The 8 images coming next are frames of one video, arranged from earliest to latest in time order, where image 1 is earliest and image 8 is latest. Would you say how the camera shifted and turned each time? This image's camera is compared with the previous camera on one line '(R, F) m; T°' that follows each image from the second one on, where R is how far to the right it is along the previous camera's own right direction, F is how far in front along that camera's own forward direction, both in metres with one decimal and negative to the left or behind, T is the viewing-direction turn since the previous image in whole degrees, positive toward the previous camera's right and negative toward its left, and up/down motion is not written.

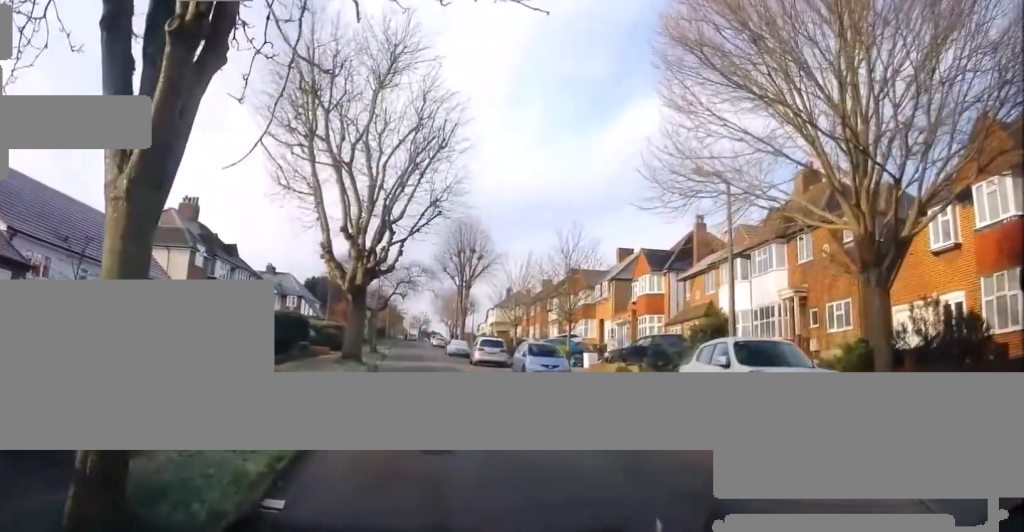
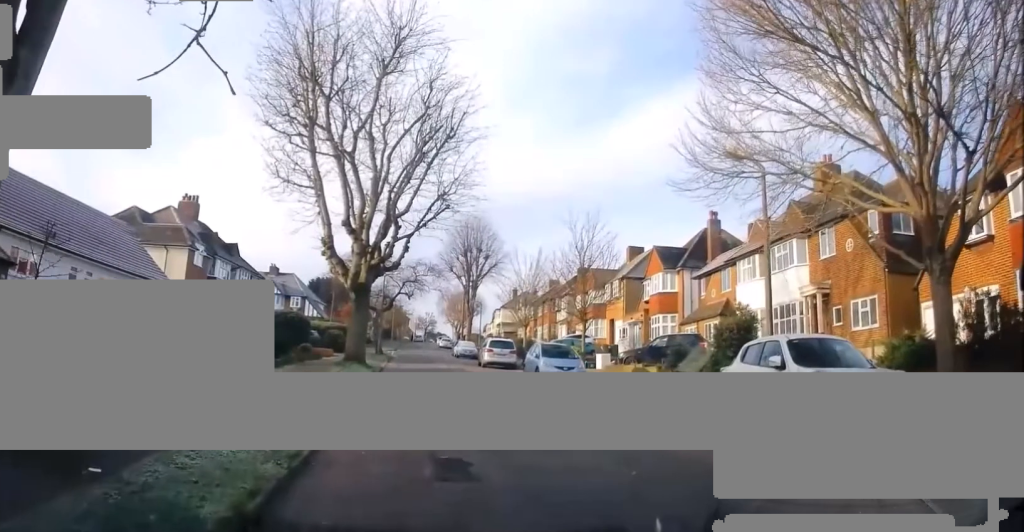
(+0.1, +0.9) m; 0°
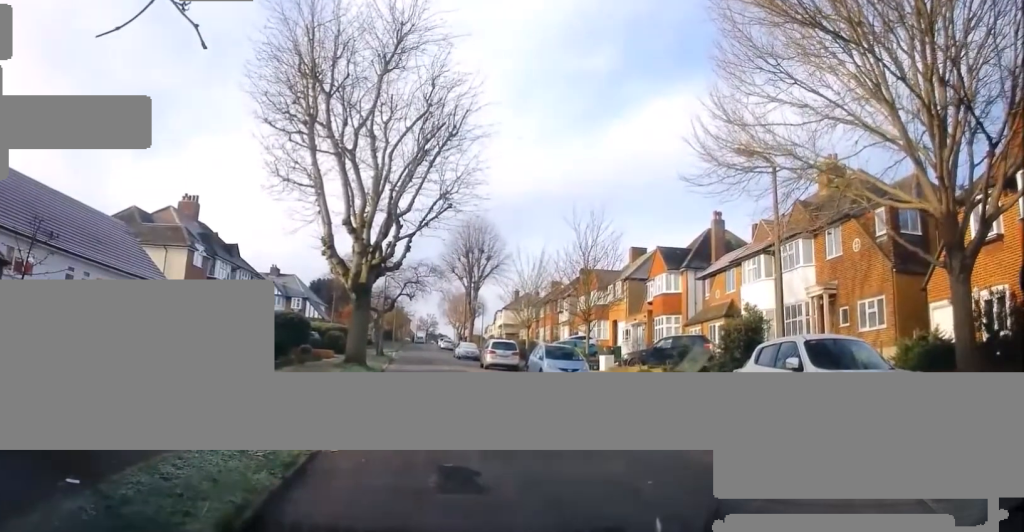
(+0.1, +0.4) m; 0°
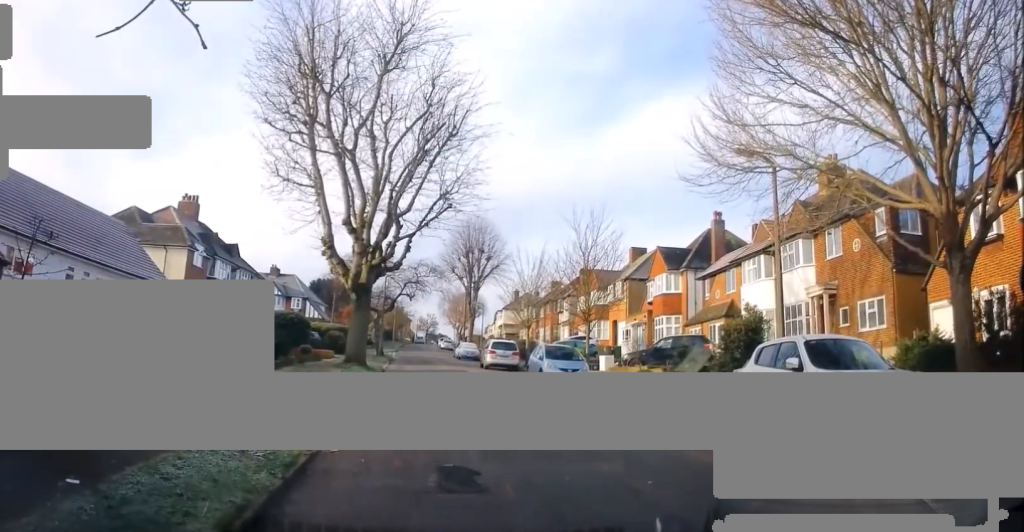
(0.0, +0.1) m; 0°
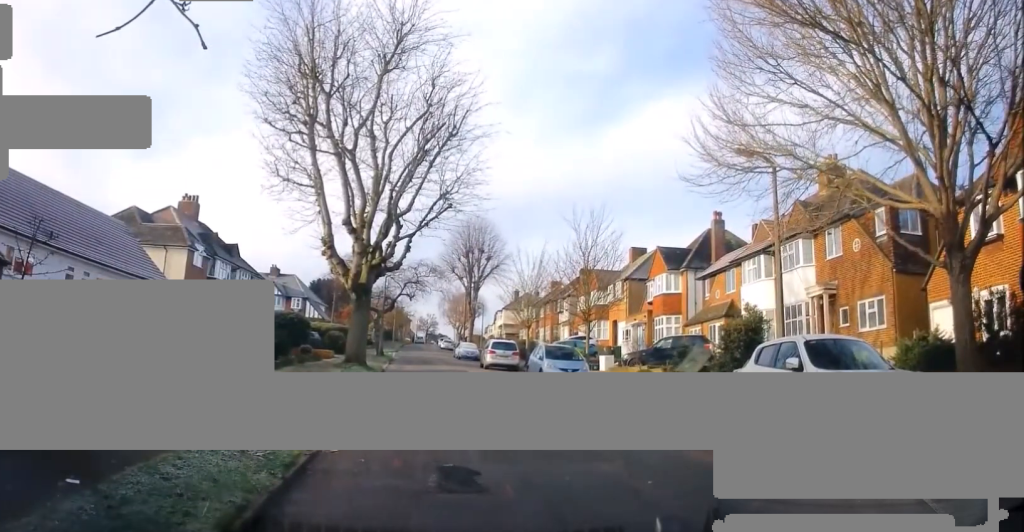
(0.0, 0.0) m; 0°
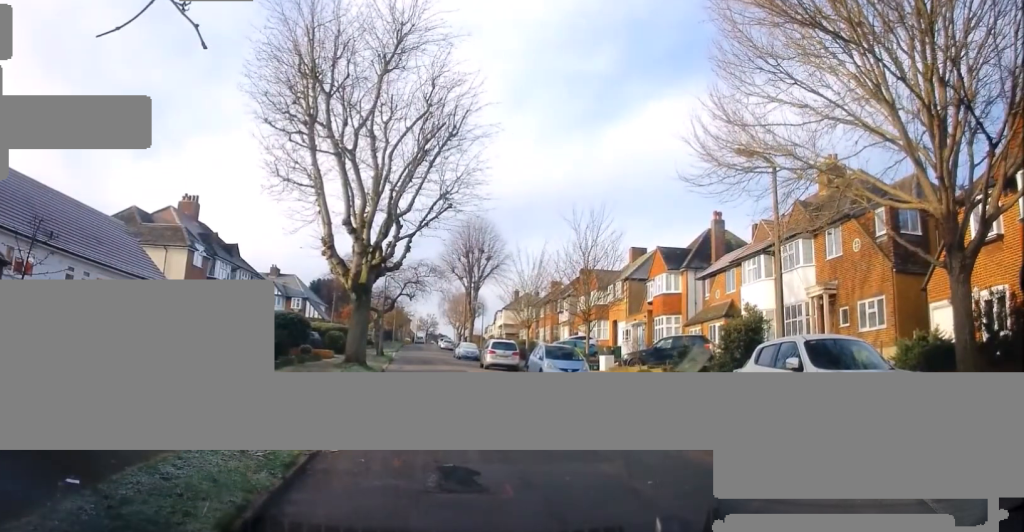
(0.0, 0.0) m; 0°
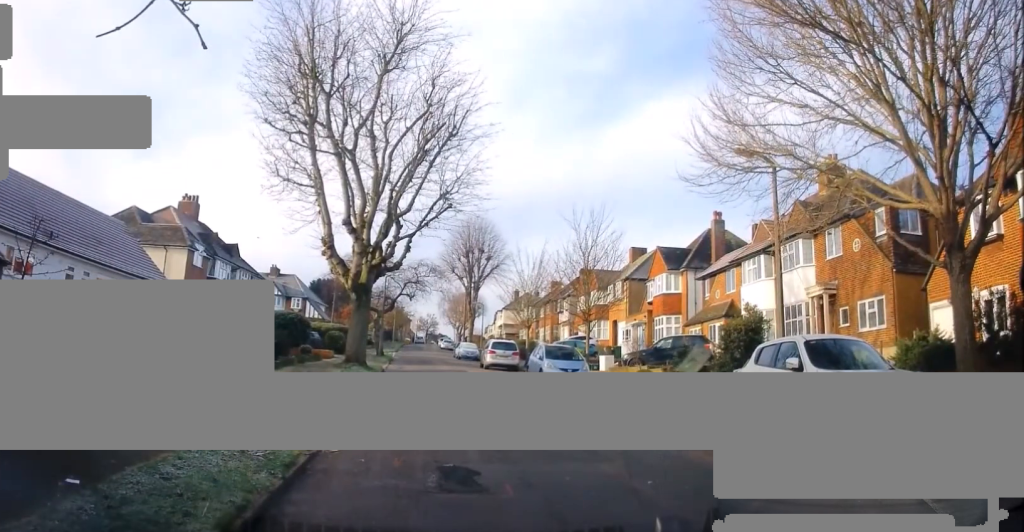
(0.0, 0.0) m; 0°
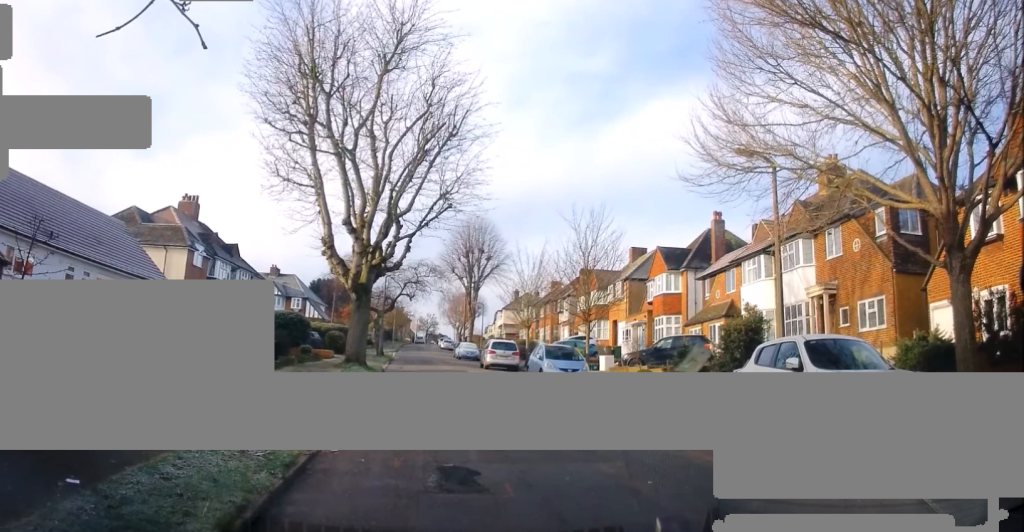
(0.0, 0.0) m; 0°
